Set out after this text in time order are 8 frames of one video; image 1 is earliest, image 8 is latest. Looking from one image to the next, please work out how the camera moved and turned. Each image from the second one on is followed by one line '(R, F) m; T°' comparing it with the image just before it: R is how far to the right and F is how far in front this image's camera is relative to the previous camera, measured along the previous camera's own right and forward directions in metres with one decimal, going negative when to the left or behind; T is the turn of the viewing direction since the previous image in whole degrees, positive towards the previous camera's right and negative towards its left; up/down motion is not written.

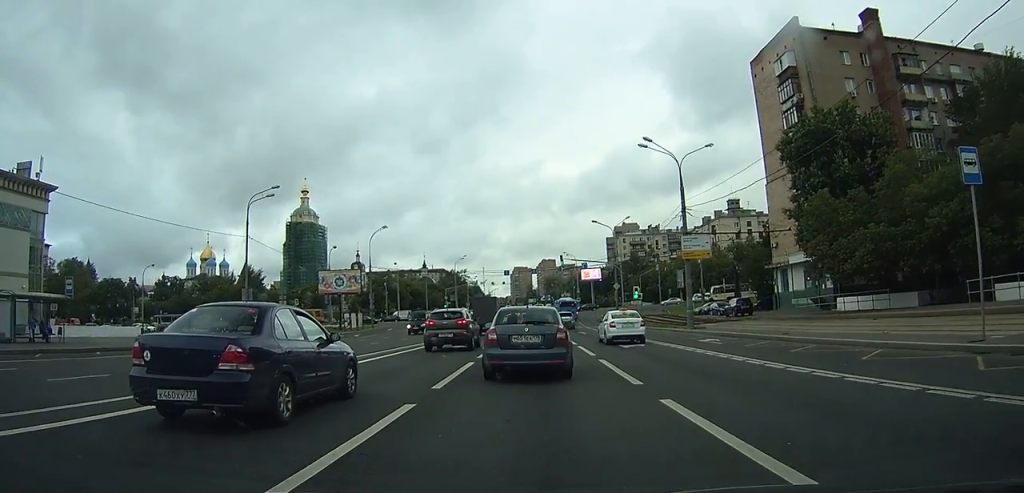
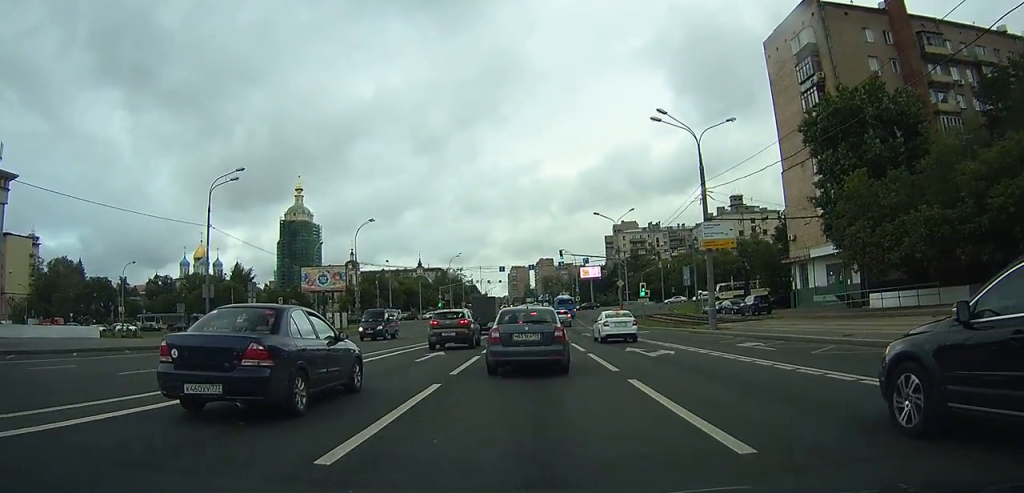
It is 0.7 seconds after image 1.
(0.0, +5.7) m; 0°
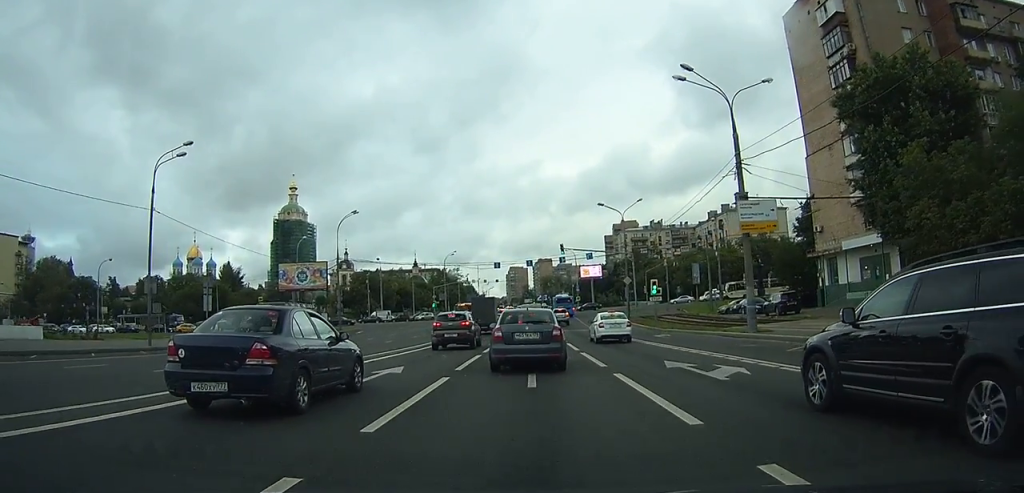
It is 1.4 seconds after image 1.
(0.0, +6.6) m; 0°
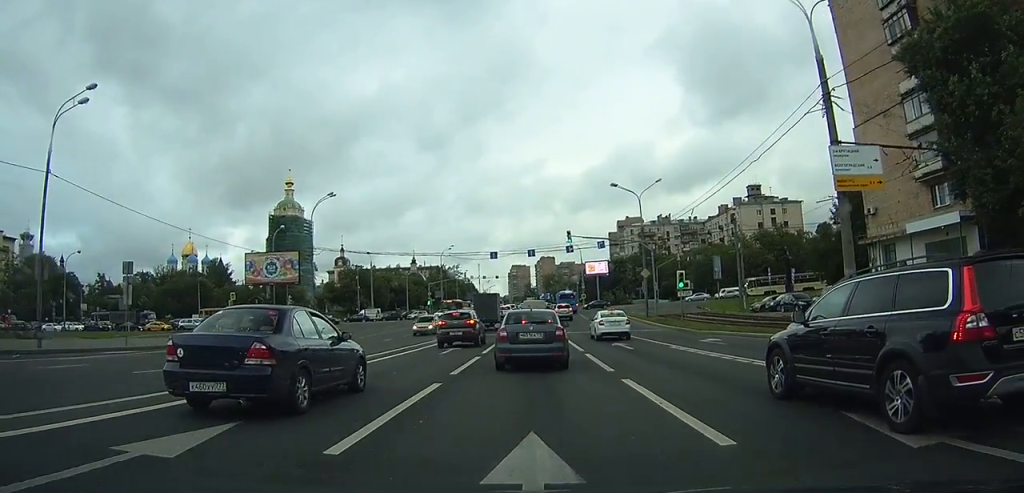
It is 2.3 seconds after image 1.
(-0.1, +9.0) m; -1°
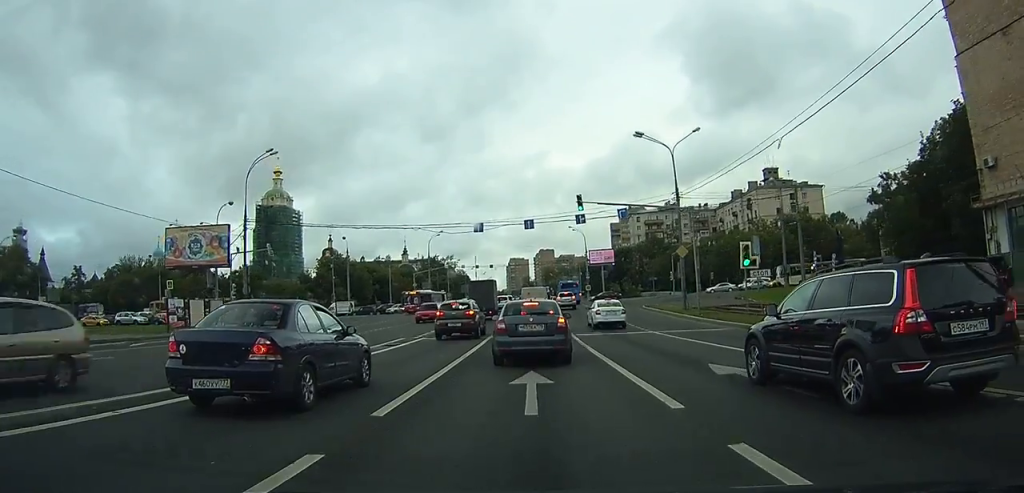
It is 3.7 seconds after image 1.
(0.0, +13.9) m; 0°
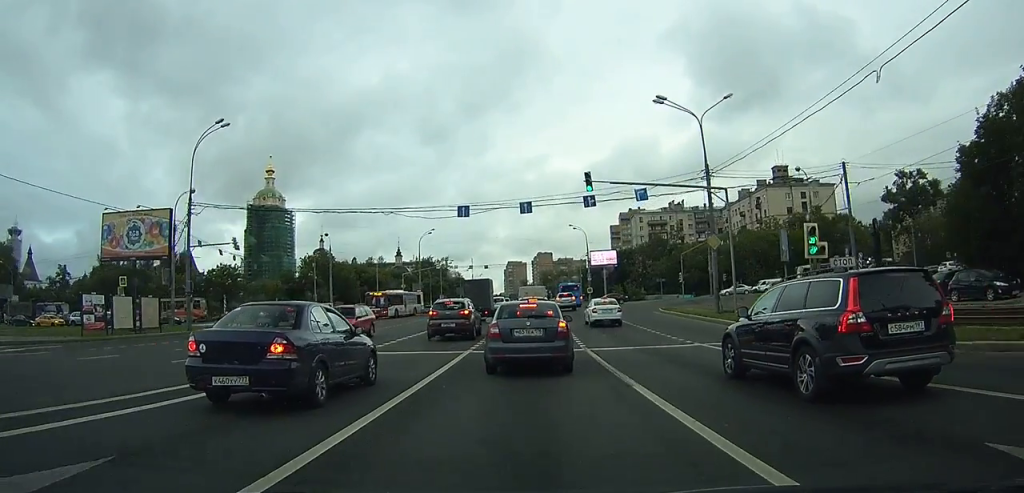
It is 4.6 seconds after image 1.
(0.0, +7.9) m; 0°
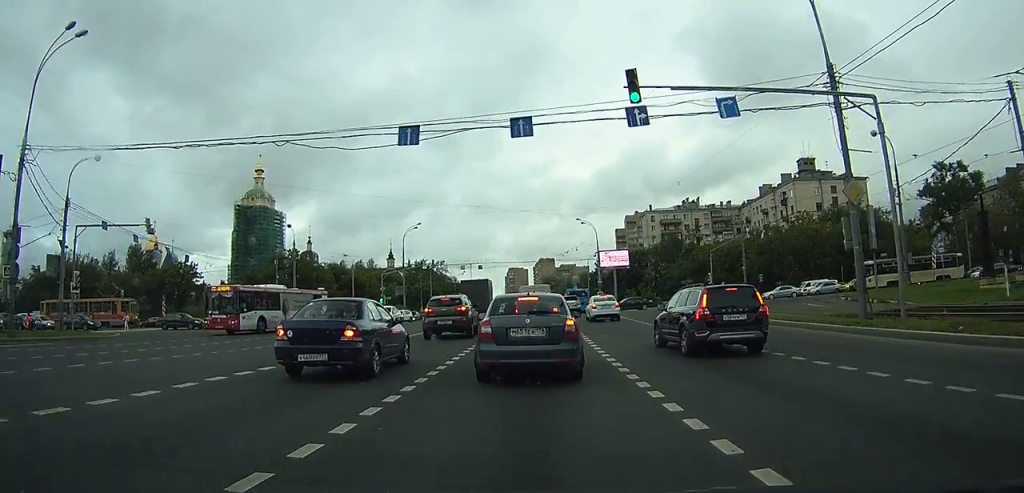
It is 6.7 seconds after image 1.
(+0.3, +16.8) m; +3°
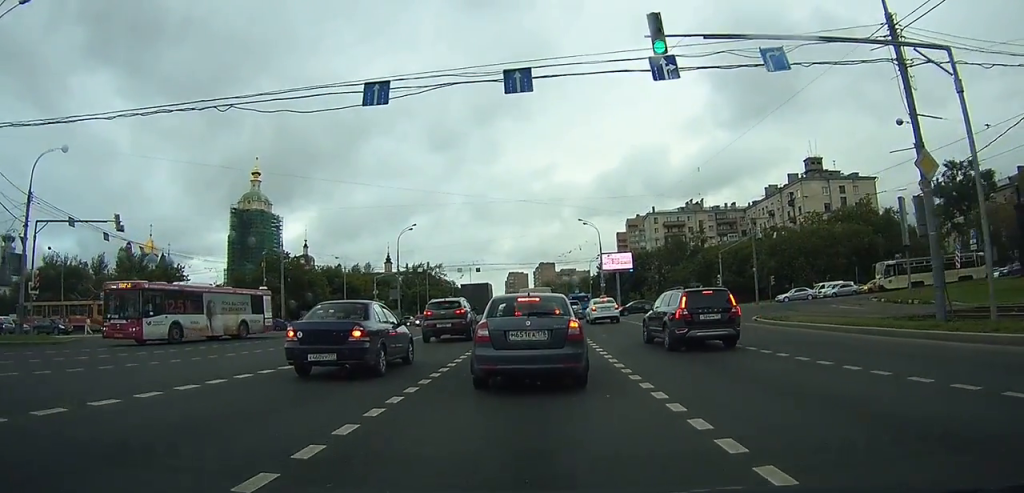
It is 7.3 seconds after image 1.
(+0.1, +4.3) m; +1°
